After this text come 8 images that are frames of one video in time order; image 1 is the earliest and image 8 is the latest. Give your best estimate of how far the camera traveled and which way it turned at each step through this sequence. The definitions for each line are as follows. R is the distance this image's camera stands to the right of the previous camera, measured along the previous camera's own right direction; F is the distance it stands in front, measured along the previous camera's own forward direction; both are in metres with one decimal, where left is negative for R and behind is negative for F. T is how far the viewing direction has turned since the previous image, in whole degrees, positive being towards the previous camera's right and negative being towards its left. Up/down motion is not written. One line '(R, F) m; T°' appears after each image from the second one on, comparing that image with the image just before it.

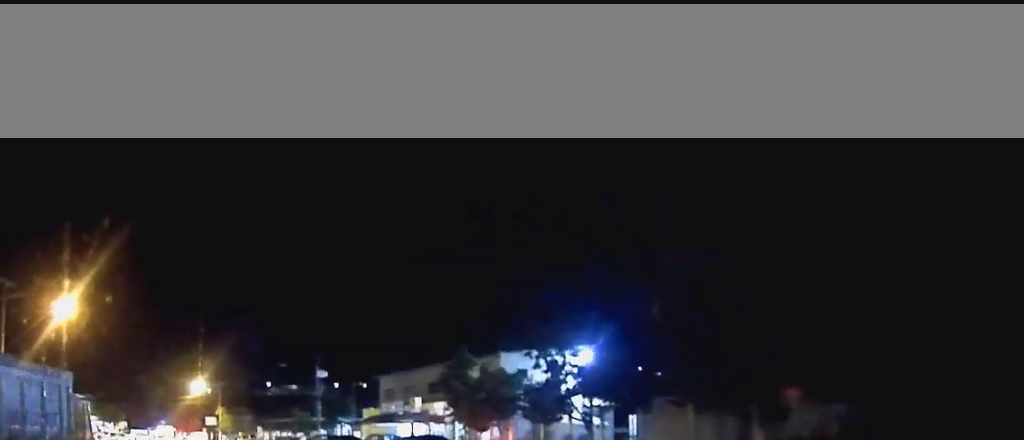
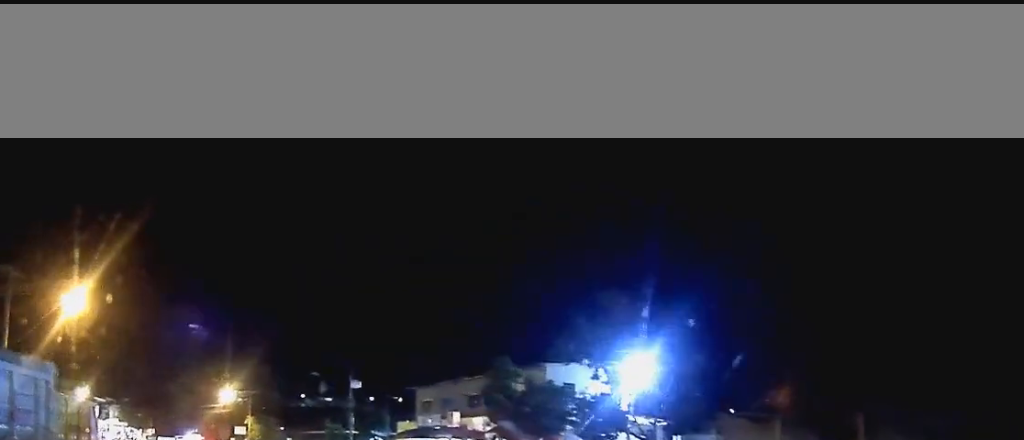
(-0.1, +3.4) m; -2°
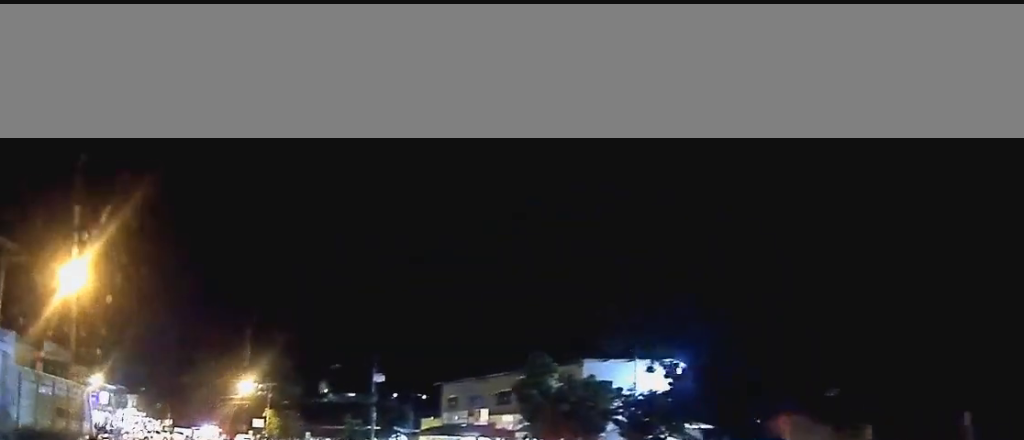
(0.0, +3.1) m; -2°
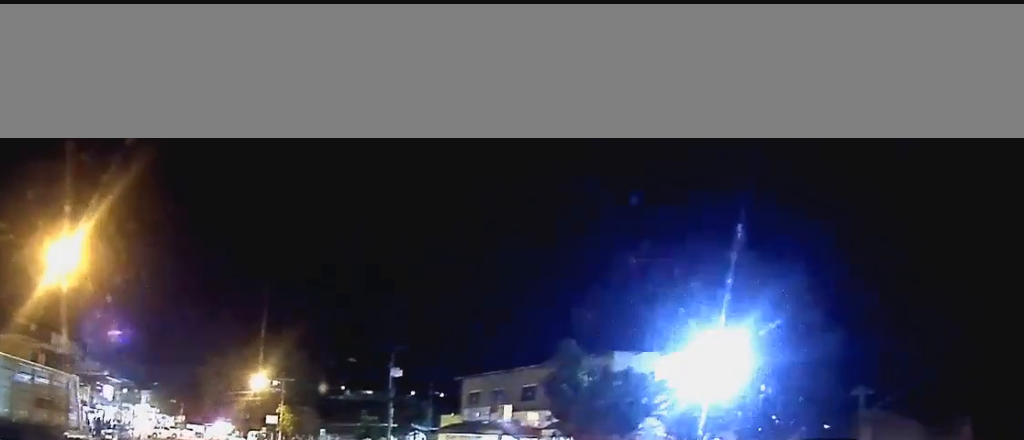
(-0.1, +2.9) m; -1°
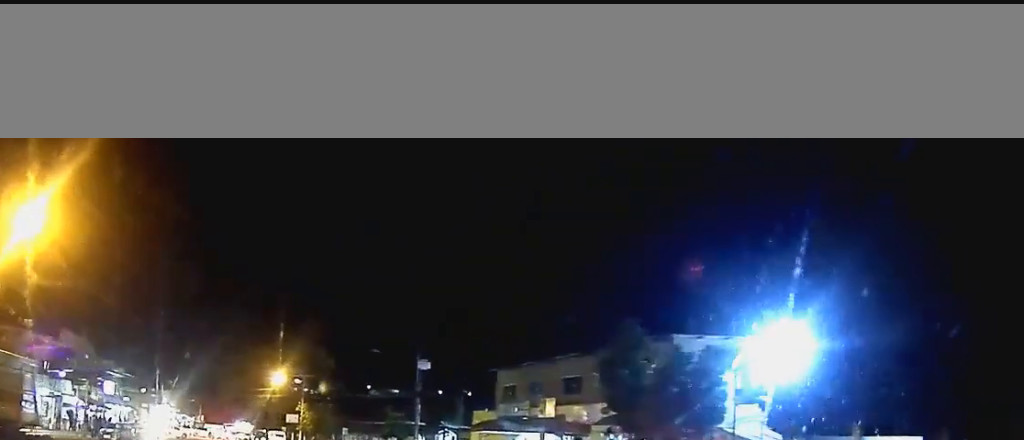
(-0.2, +5.3) m; -2°
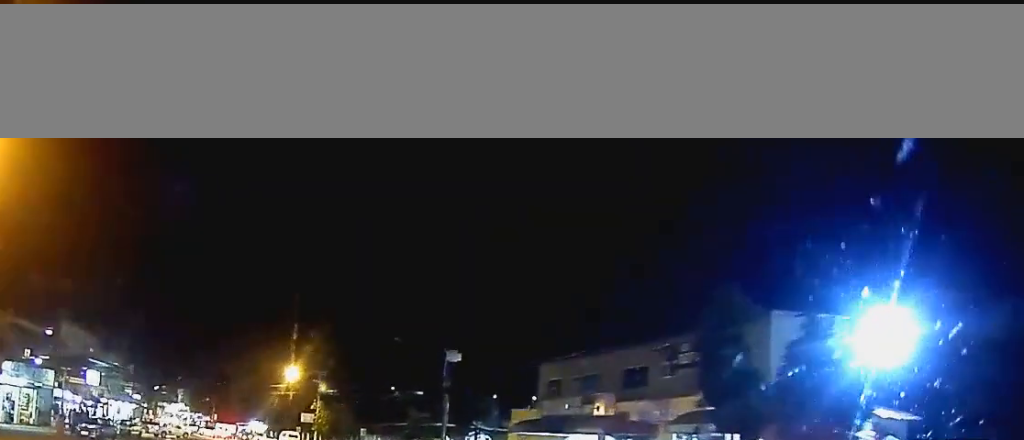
(0.0, +7.6) m; +1°
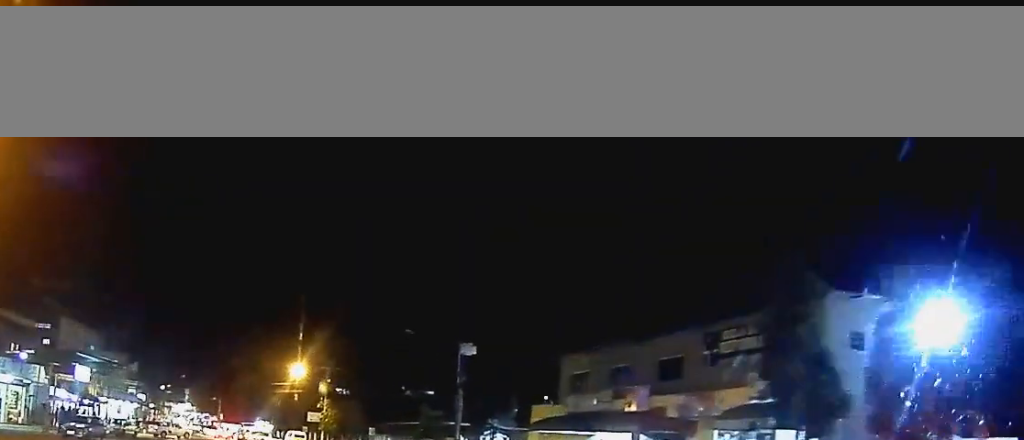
(+0.1, +3.4) m; -1°
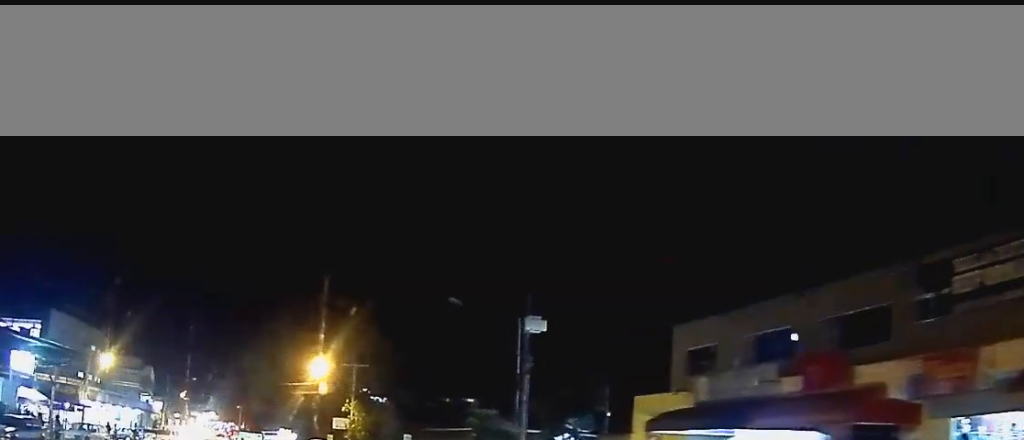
(-0.5, +12.7) m; -4°
